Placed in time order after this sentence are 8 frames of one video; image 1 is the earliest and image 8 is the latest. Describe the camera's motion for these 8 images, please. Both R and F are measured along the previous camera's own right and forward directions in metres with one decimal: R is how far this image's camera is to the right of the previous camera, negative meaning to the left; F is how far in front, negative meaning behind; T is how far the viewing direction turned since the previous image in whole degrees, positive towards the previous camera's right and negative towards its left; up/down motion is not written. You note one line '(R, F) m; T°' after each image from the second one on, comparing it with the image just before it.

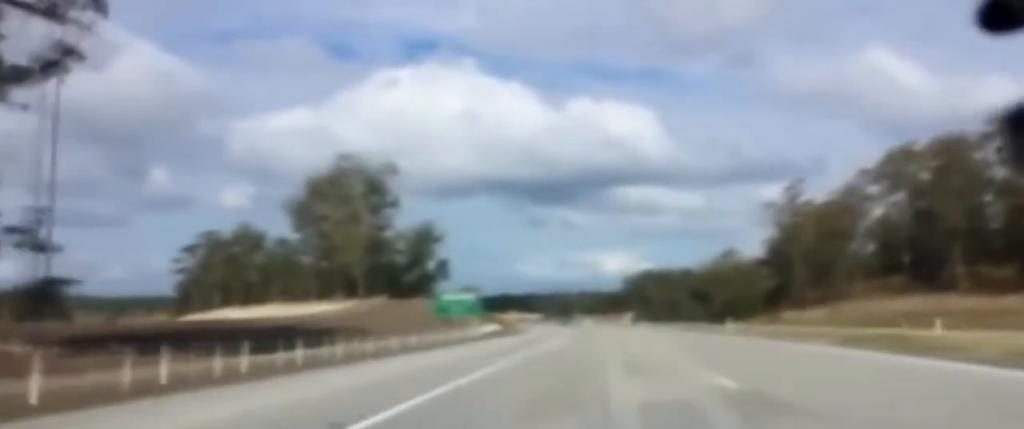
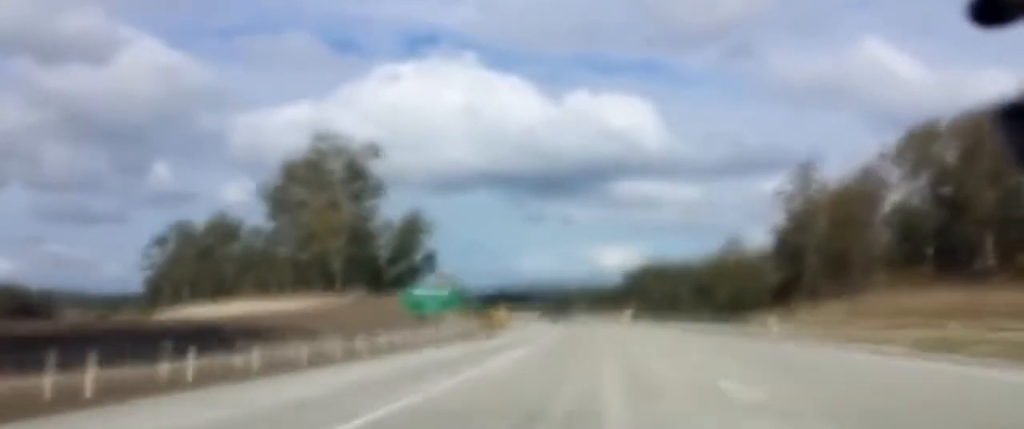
(0.0, +13.5) m; 0°
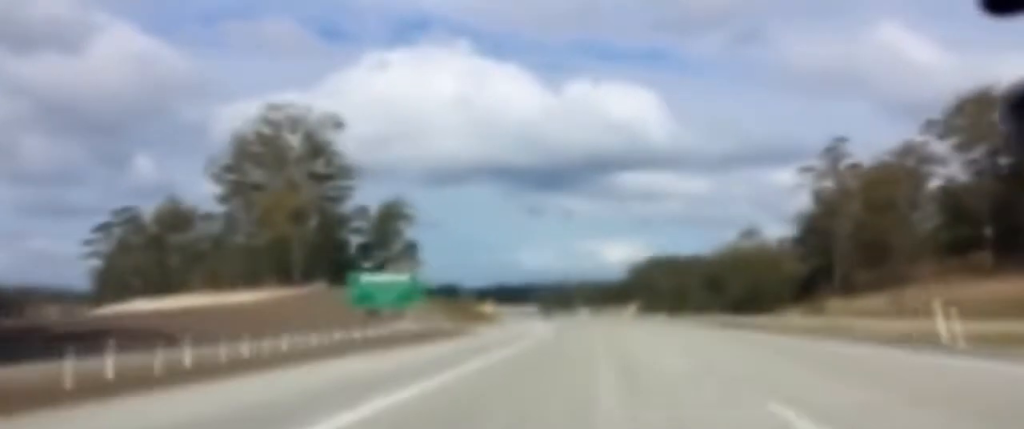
(+0.2, +16.5) m; 0°
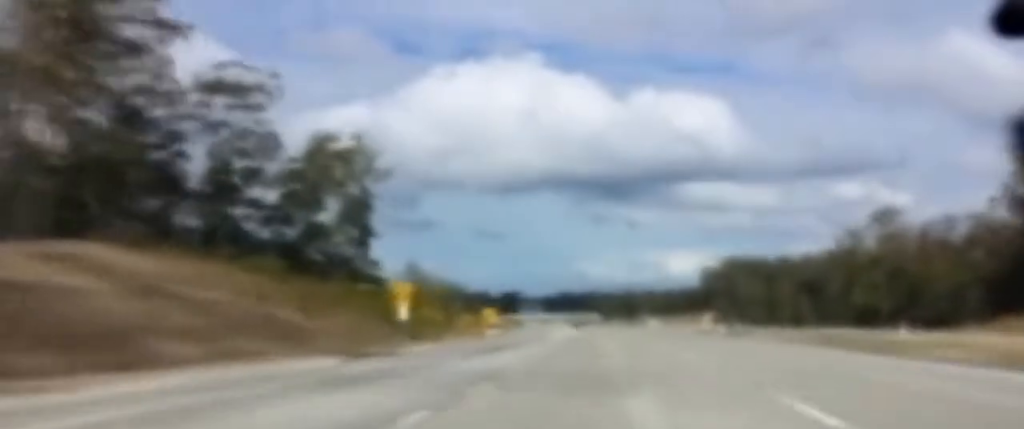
(-2.7, +81.2) m; -3°
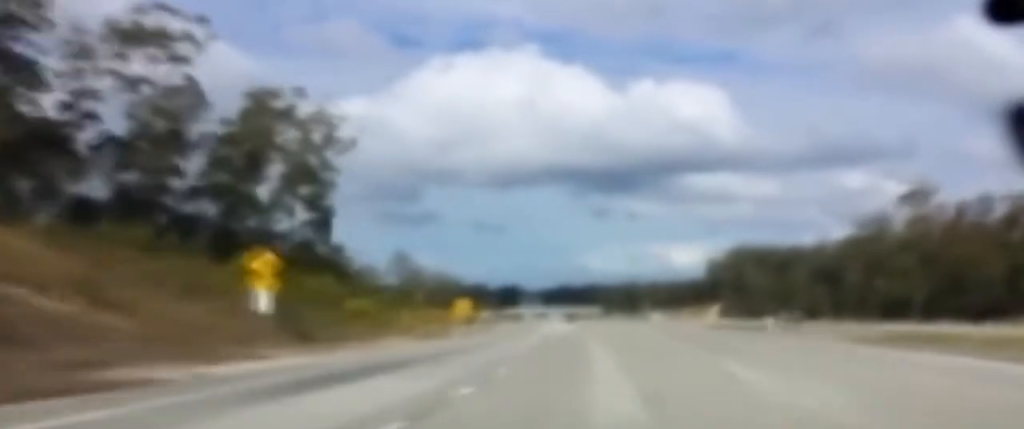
(+0.1, +18.5) m; 0°
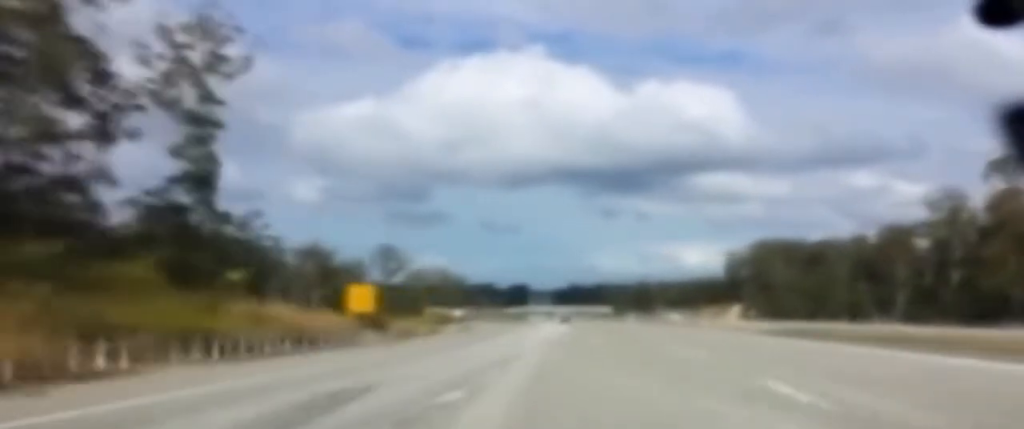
(-0.5, +39.3) m; -1°
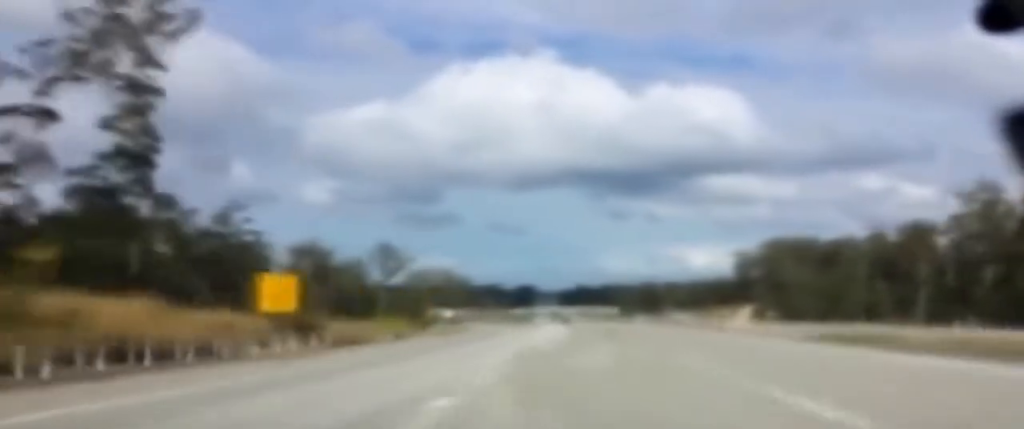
(0.0, +13.4) m; 0°
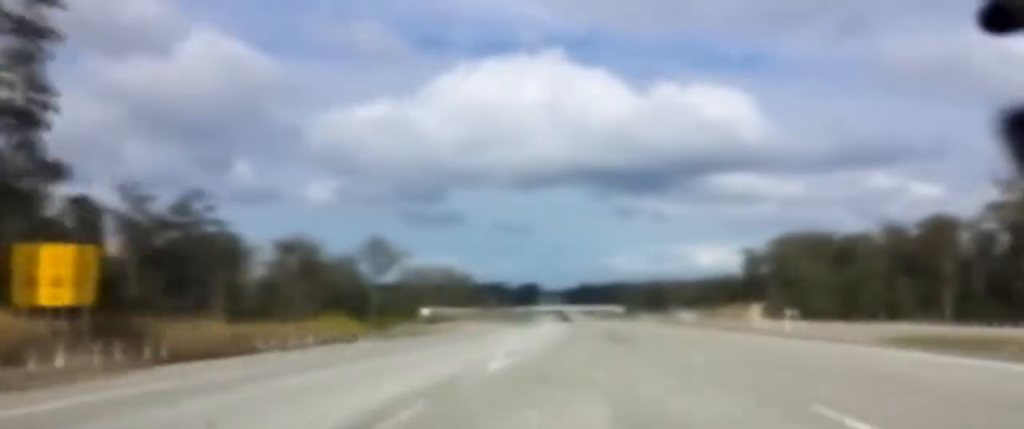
(0.0, +14.4) m; 0°
